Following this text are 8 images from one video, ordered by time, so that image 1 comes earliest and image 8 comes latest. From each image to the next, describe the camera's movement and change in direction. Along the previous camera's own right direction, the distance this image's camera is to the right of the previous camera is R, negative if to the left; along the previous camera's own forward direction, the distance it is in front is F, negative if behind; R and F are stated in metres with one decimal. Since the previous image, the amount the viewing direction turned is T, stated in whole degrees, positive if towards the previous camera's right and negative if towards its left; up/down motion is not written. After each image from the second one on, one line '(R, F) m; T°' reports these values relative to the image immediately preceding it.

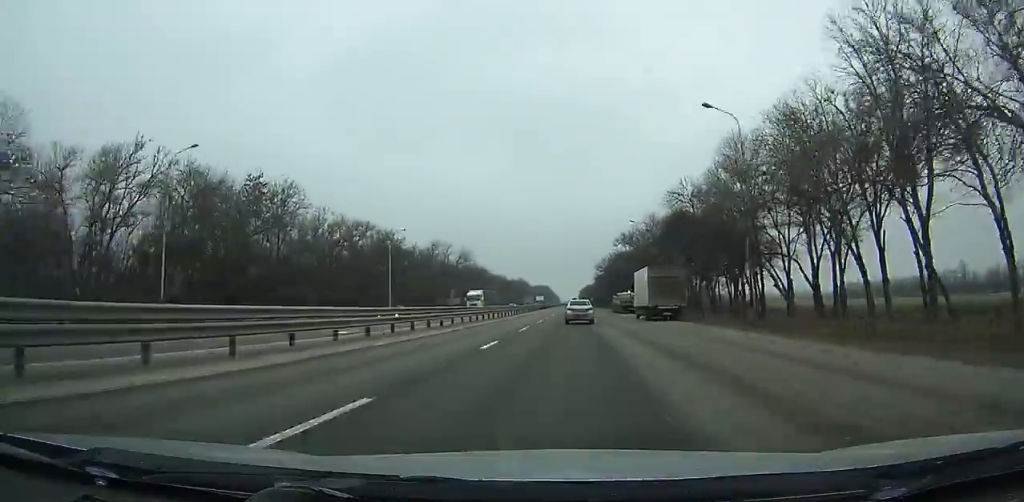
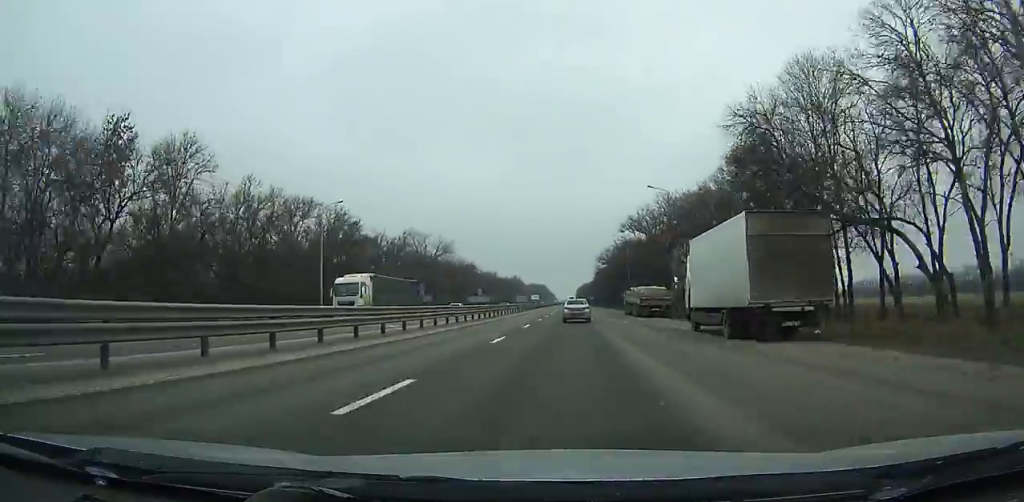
(+0.2, +23.3) m; 0°
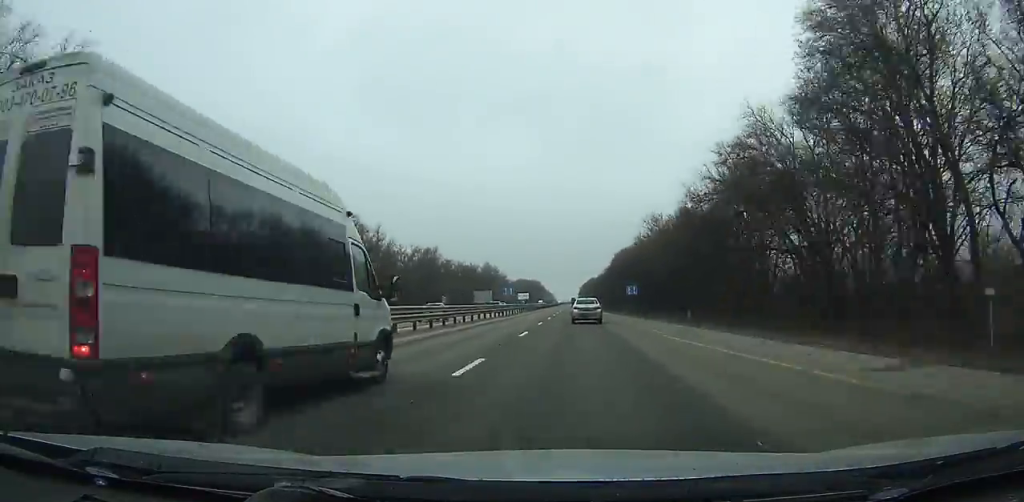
(-0.1, +118.5) m; 0°
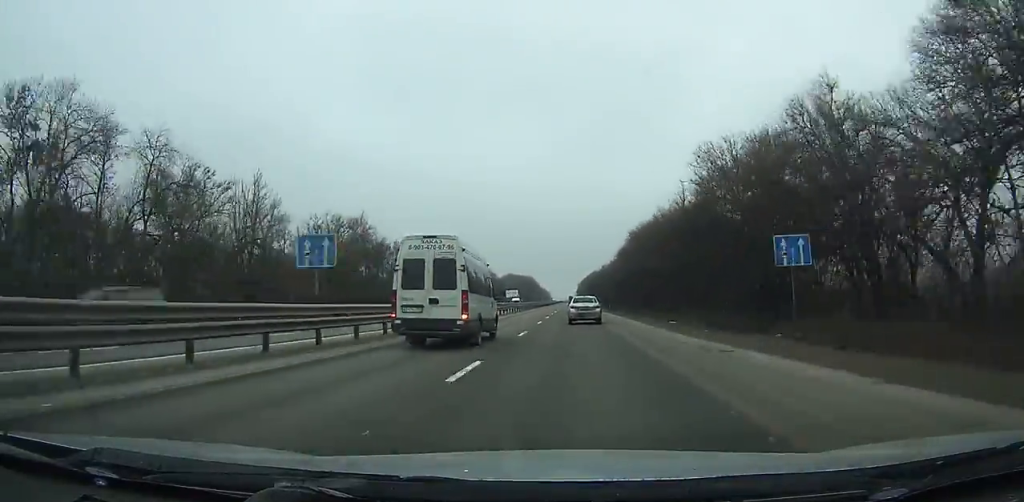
(0.0, +49.2) m; 0°
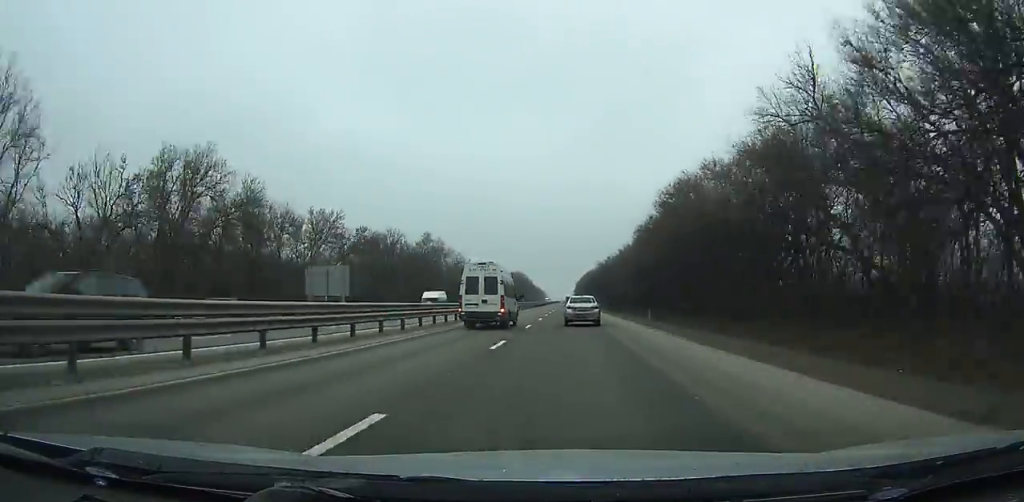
(0.0, +41.9) m; 0°
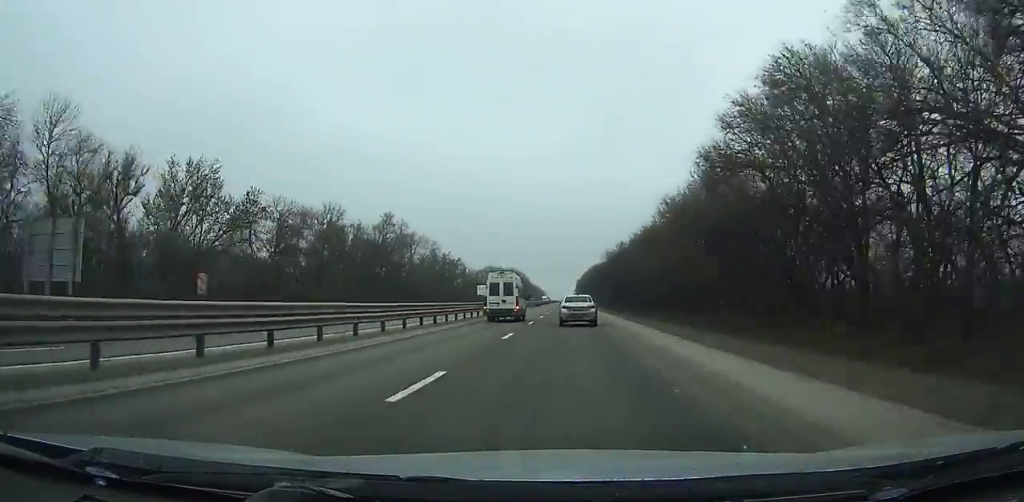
(+0.1, +32.1) m; 0°
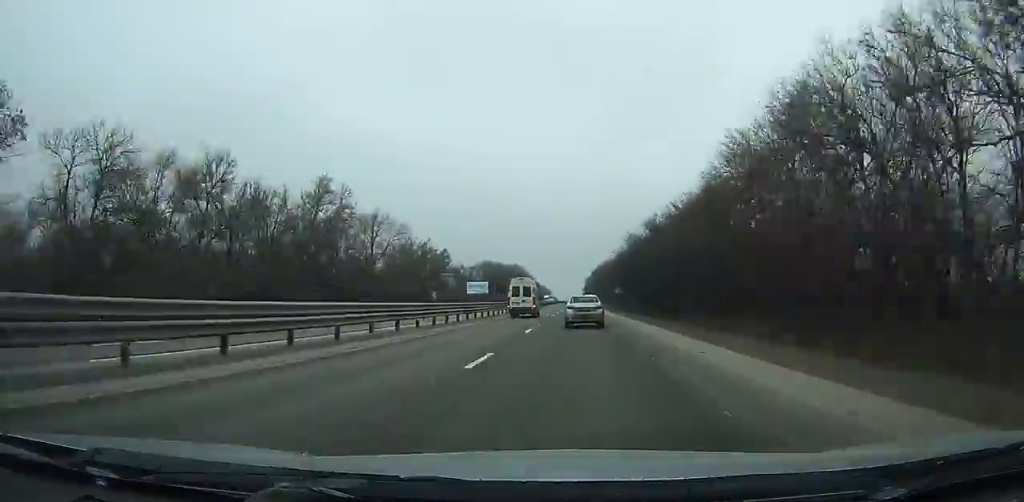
(-0.2, +32.2) m; 0°
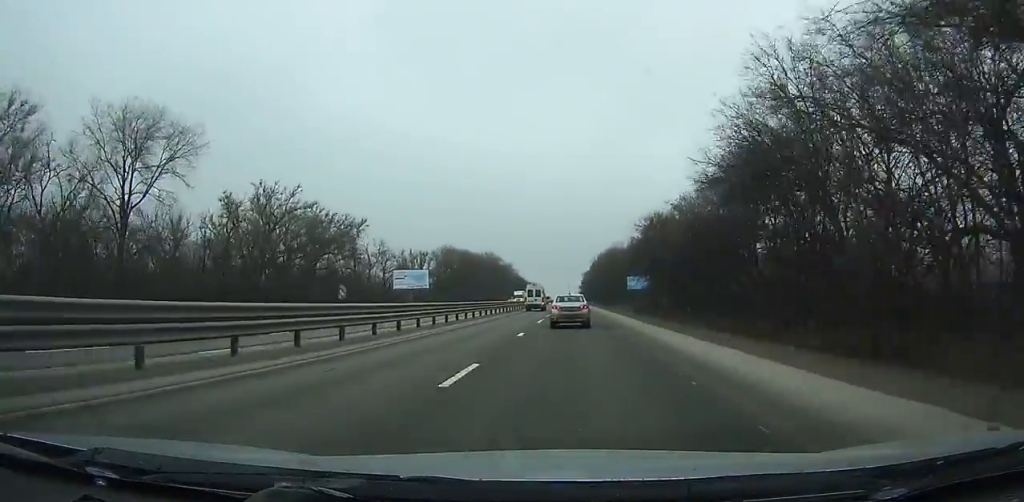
(+0.1, +62.4) m; 0°
